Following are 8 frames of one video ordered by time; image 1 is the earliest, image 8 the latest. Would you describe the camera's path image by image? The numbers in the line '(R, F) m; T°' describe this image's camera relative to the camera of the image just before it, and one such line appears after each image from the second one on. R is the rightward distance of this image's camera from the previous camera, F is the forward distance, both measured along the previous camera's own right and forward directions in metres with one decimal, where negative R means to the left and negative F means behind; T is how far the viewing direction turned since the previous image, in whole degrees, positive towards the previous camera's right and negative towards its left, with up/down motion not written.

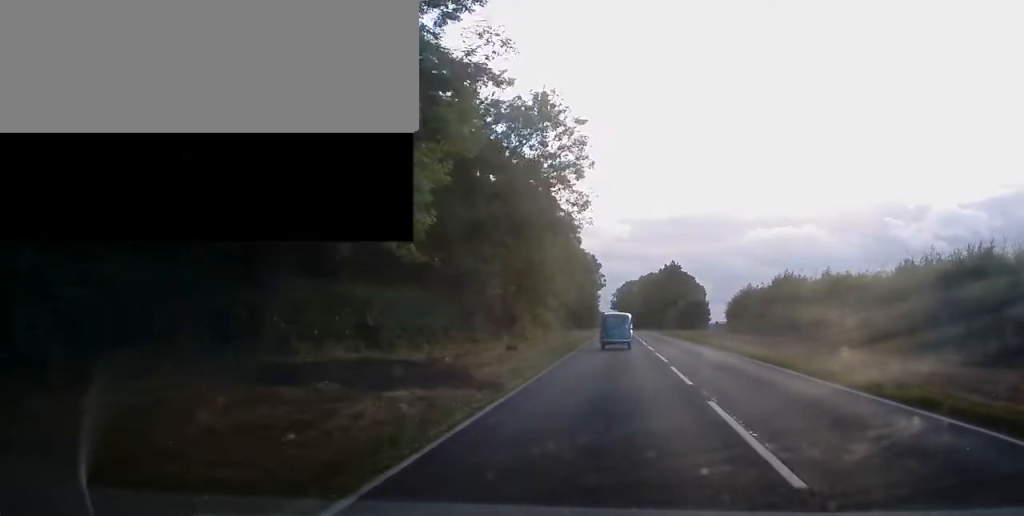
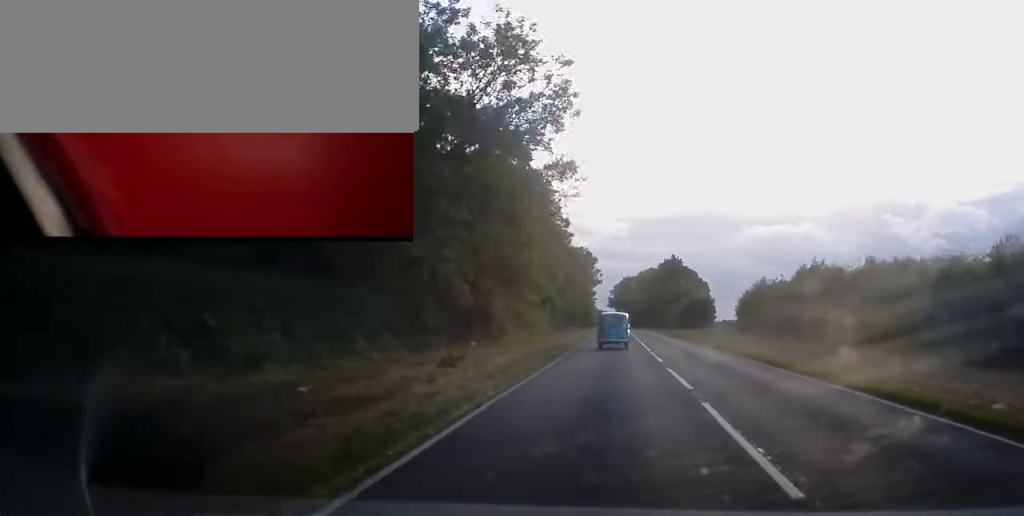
(-0.1, +9.8) m; 0°
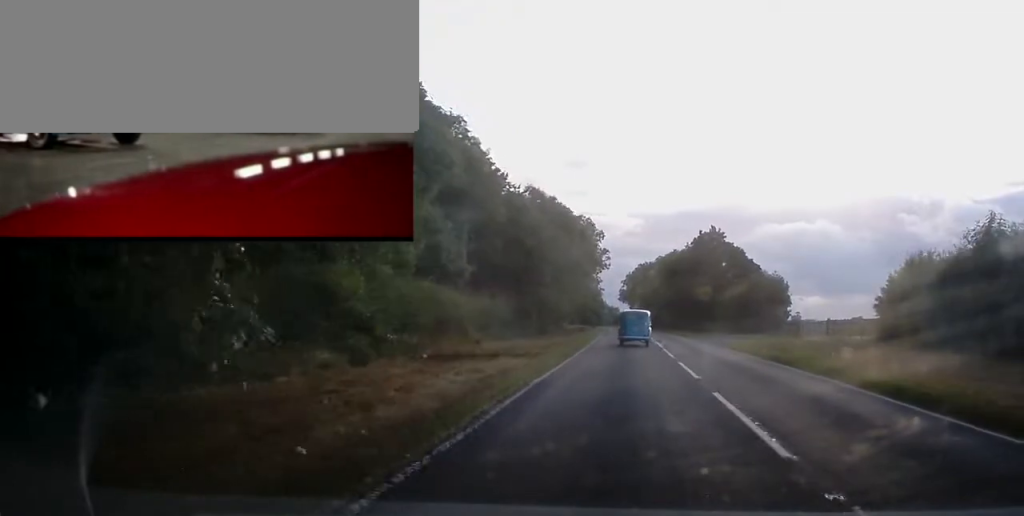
(+0.4, +43.4) m; -1°
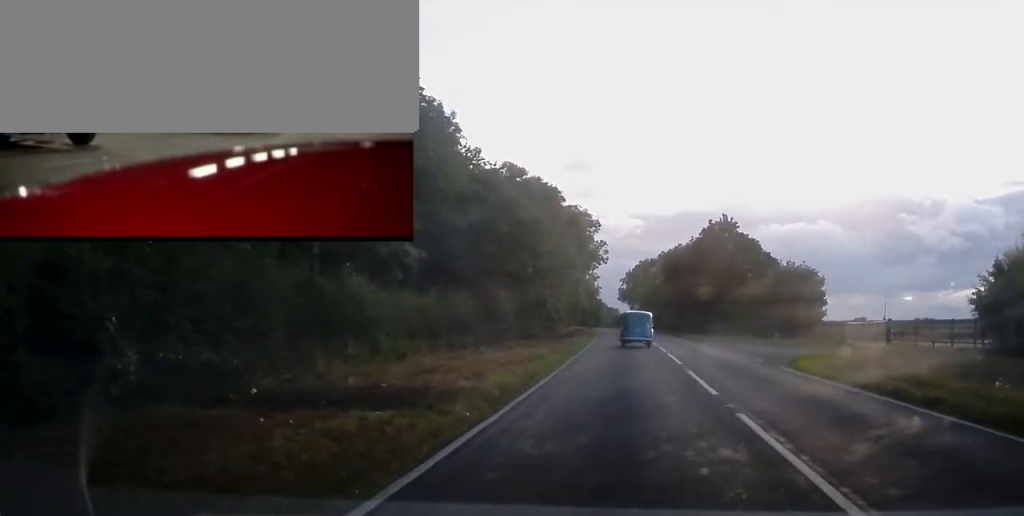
(0.0, +12.2) m; 0°
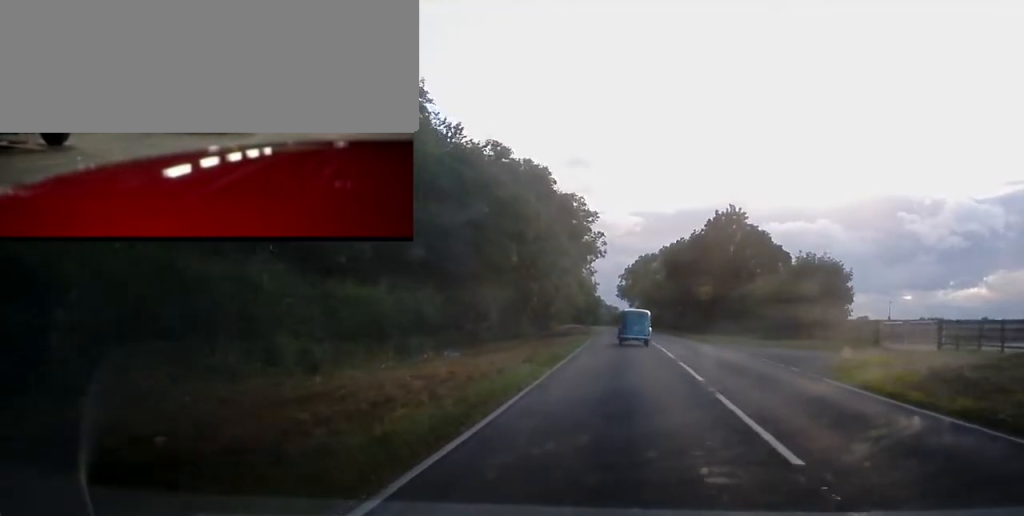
(0.0, +6.9) m; 0°
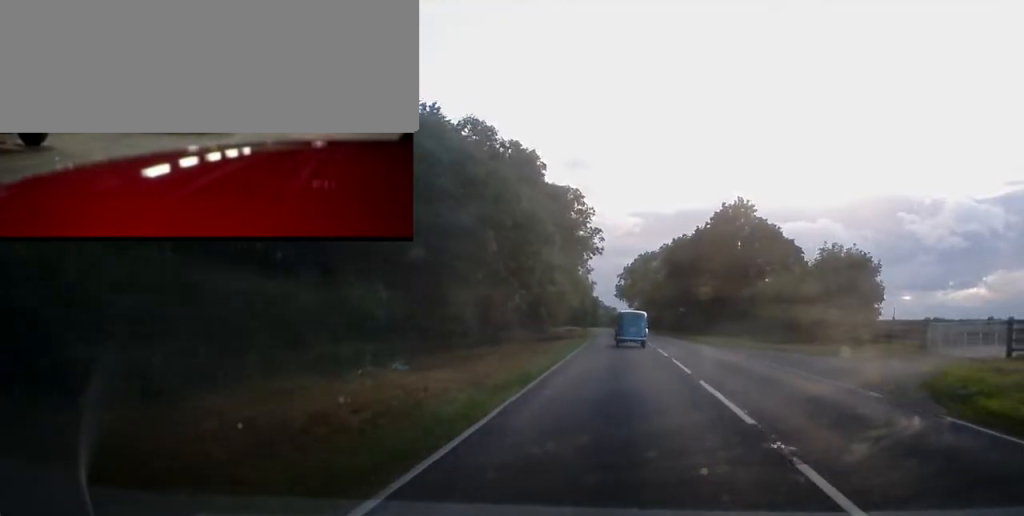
(0.0, +6.4) m; 0°
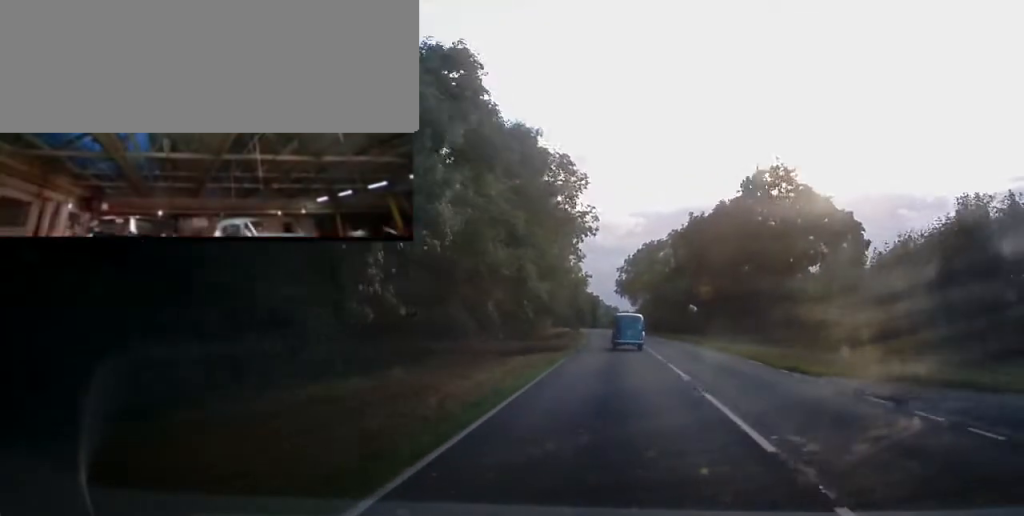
(0.0, +19.5) m; 0°
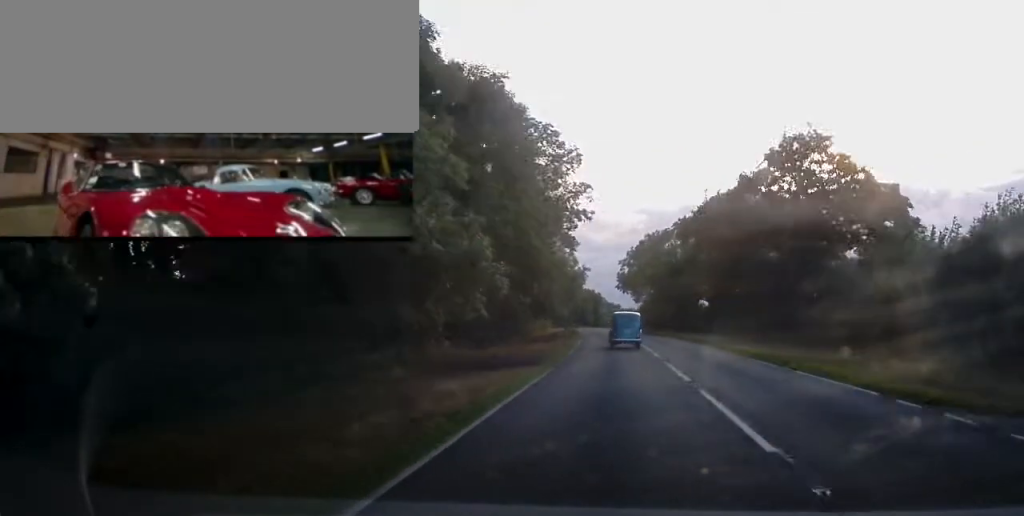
(0.0, +9.5) m; 0°
